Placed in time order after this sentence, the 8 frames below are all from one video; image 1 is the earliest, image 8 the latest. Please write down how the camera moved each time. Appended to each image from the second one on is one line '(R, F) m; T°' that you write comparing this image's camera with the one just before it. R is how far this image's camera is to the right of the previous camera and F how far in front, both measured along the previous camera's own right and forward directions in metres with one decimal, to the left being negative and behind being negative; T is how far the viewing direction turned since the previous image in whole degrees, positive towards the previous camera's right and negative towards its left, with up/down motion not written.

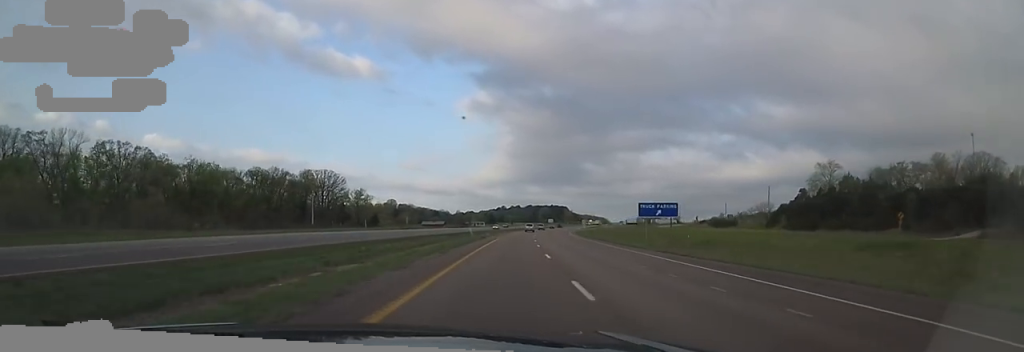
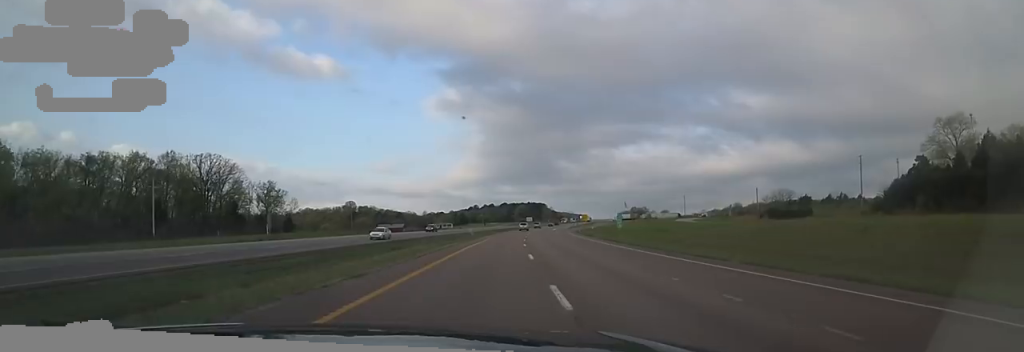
(+1.1, +50.6) m; +1°
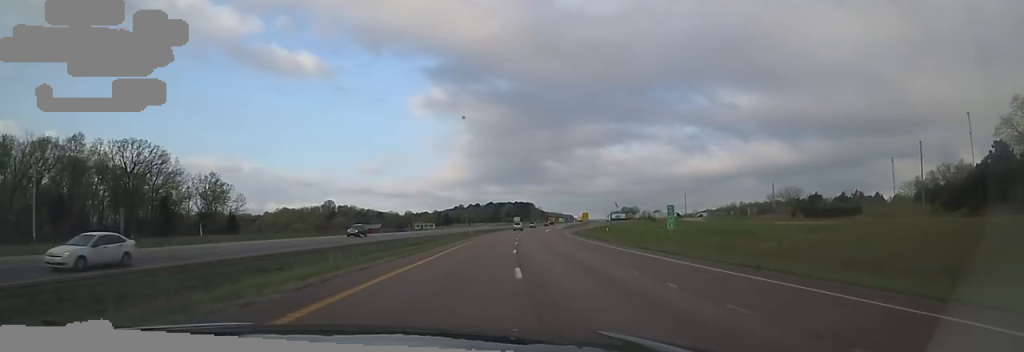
(0.0, +19.5) m; 0°
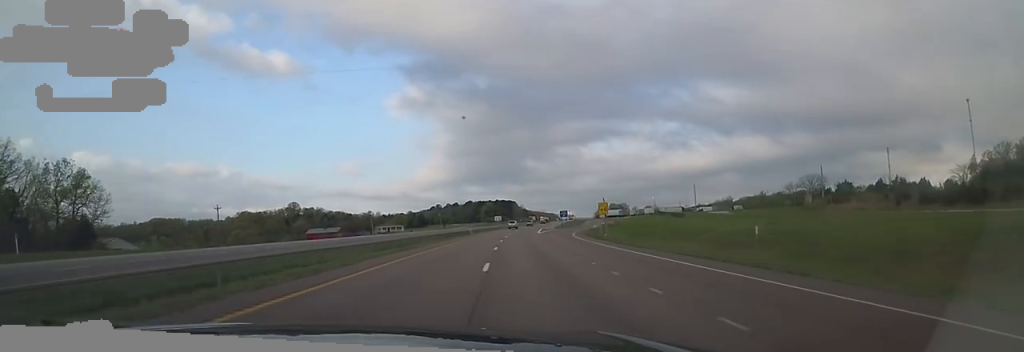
(+0.7, +34.0) m; +2°
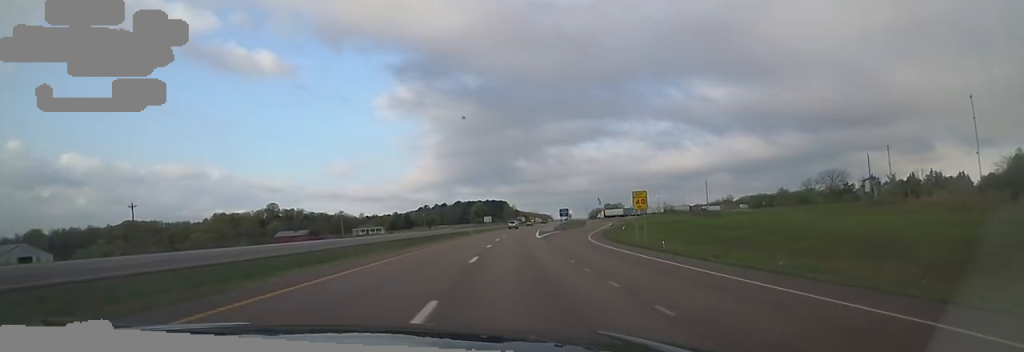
(-0.5, +20.7) m; +2°
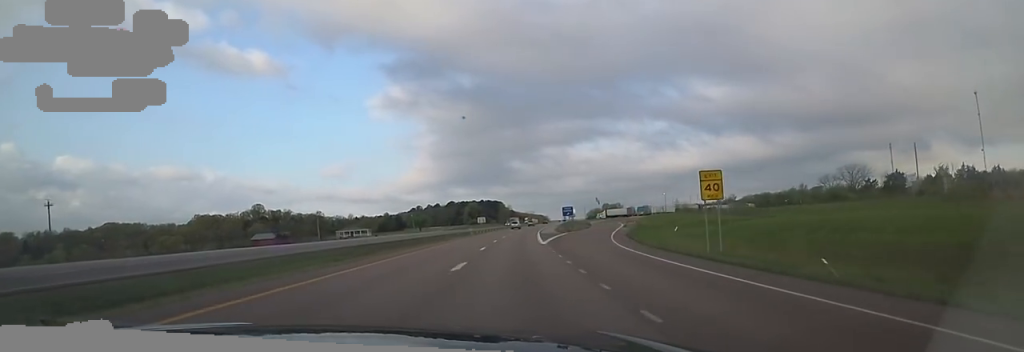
(+0.6, +14.9) m; +2°
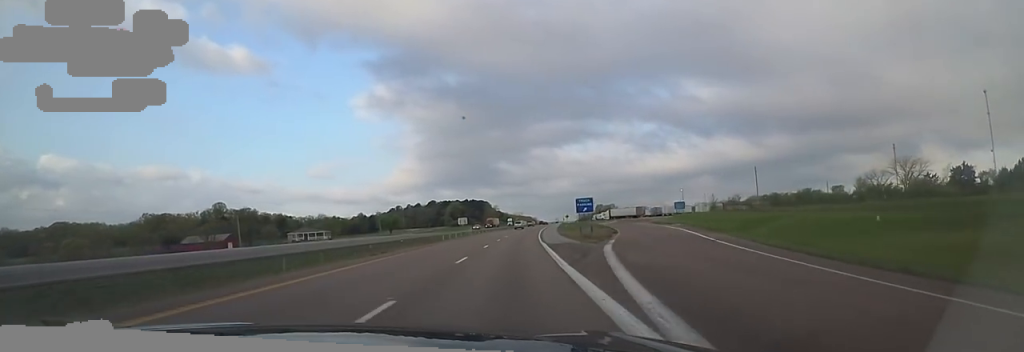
(+1.4, +33.1) m; +2°
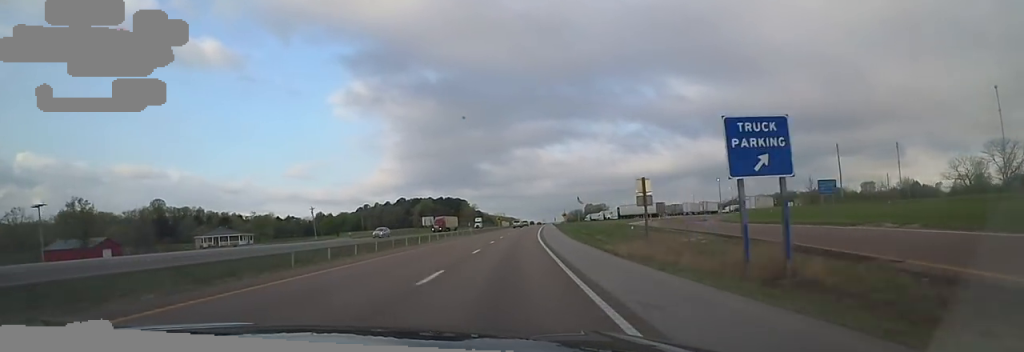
(-0.2, +42.0) m; 0°
